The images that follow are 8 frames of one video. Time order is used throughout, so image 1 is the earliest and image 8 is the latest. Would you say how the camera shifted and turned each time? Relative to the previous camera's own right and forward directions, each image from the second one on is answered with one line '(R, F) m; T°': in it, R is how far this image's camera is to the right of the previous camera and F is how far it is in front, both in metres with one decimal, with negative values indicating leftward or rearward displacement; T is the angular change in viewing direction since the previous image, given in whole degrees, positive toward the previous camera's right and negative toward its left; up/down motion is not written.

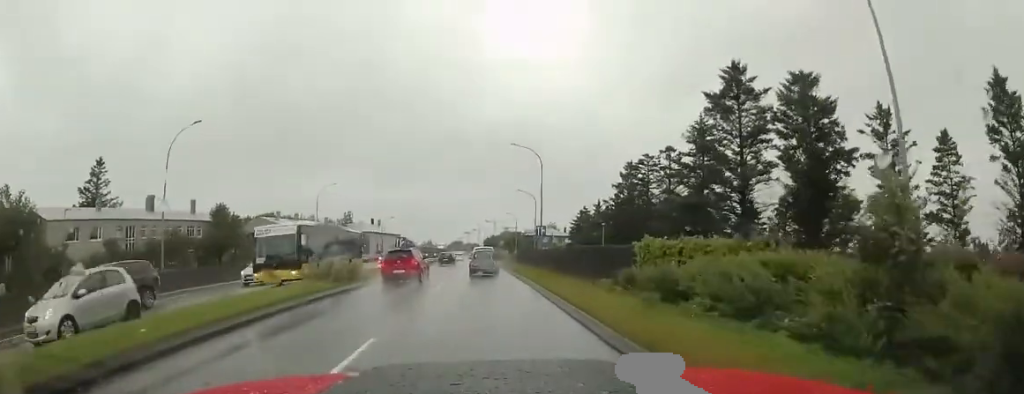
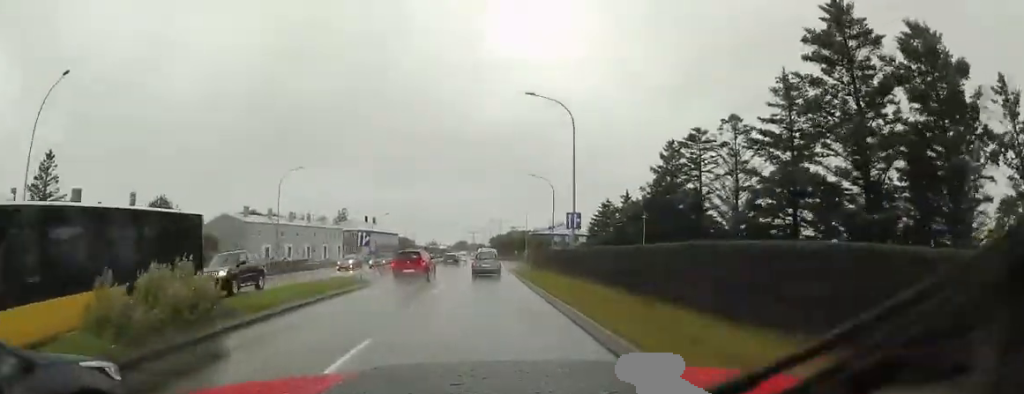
(-0.3, +11.9) m; -3°
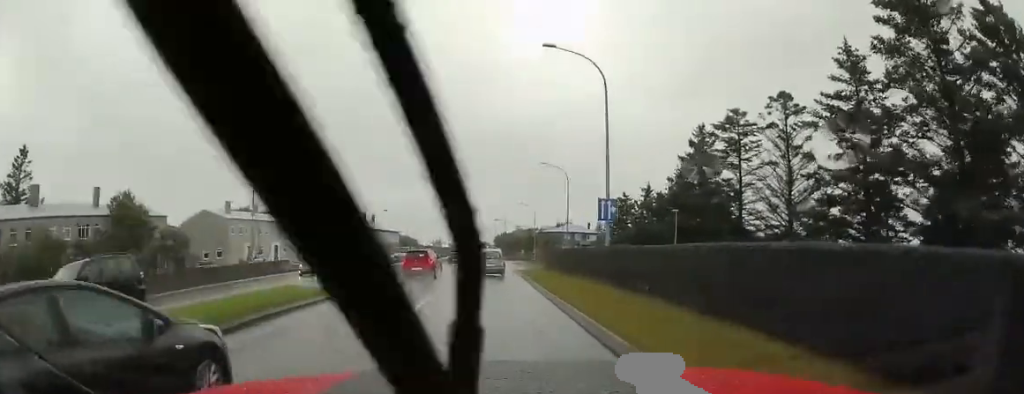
(-0.2, +6.0) m; -1°
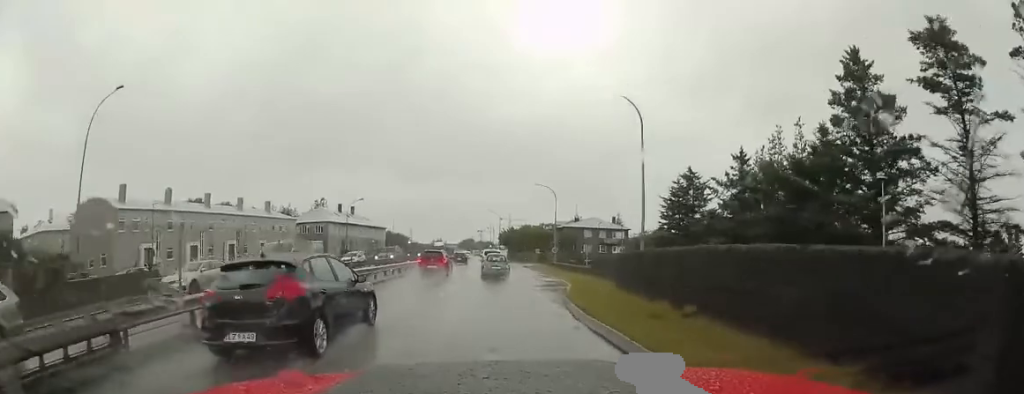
(-0.2, +19.7) m; +1°
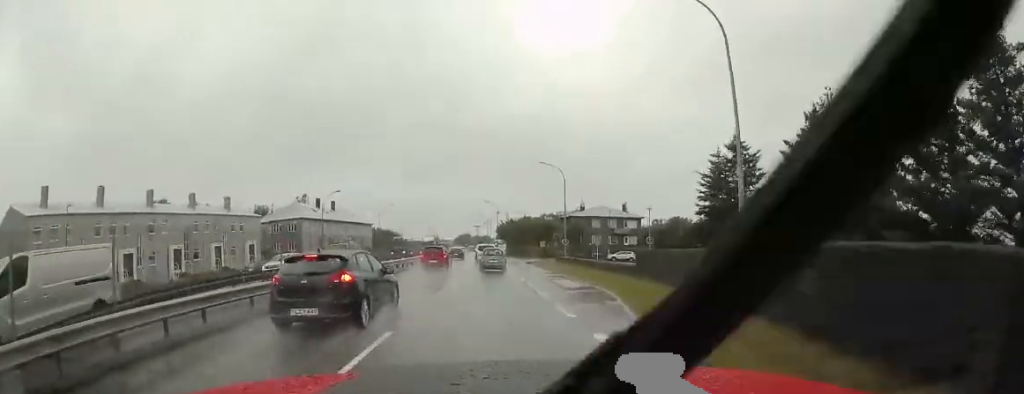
(+0.2, +9.4) m; +1°
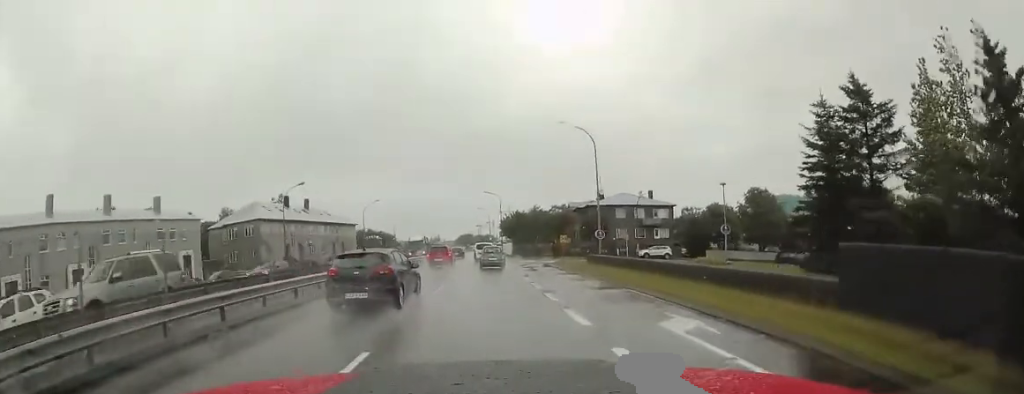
(0.0, +13.0) m; -2°
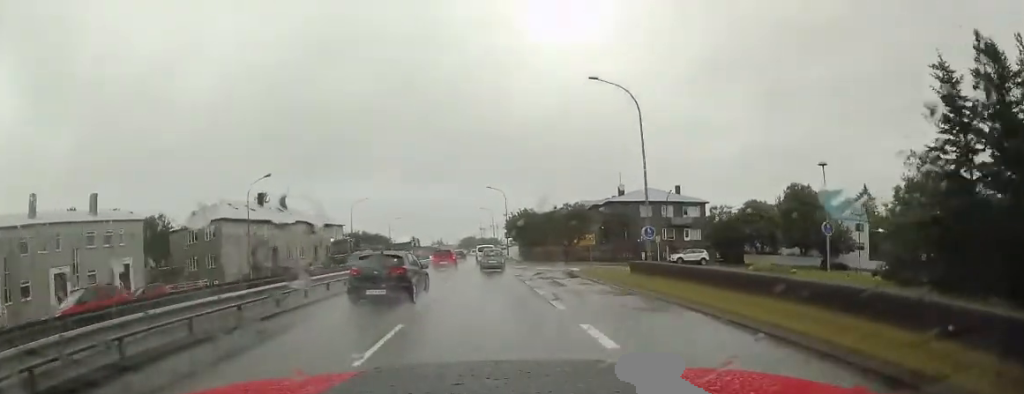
(-0.4, +9.0) m; -2°
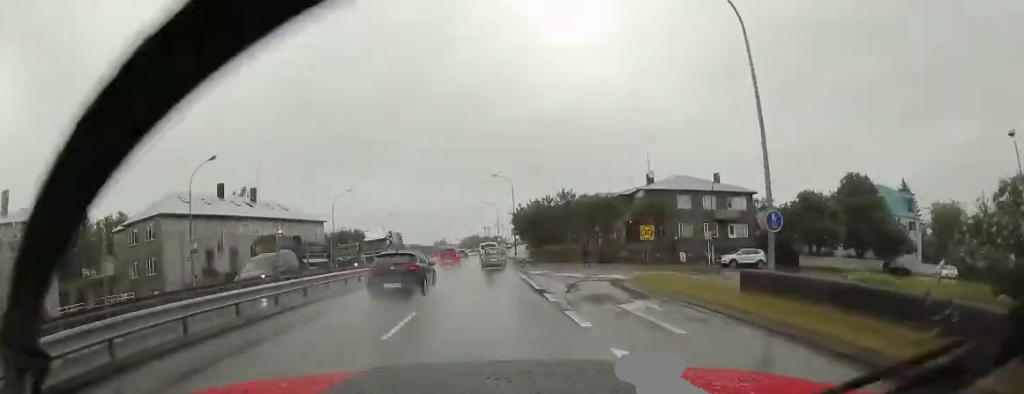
(-0.1, +10.3) m; +1°
